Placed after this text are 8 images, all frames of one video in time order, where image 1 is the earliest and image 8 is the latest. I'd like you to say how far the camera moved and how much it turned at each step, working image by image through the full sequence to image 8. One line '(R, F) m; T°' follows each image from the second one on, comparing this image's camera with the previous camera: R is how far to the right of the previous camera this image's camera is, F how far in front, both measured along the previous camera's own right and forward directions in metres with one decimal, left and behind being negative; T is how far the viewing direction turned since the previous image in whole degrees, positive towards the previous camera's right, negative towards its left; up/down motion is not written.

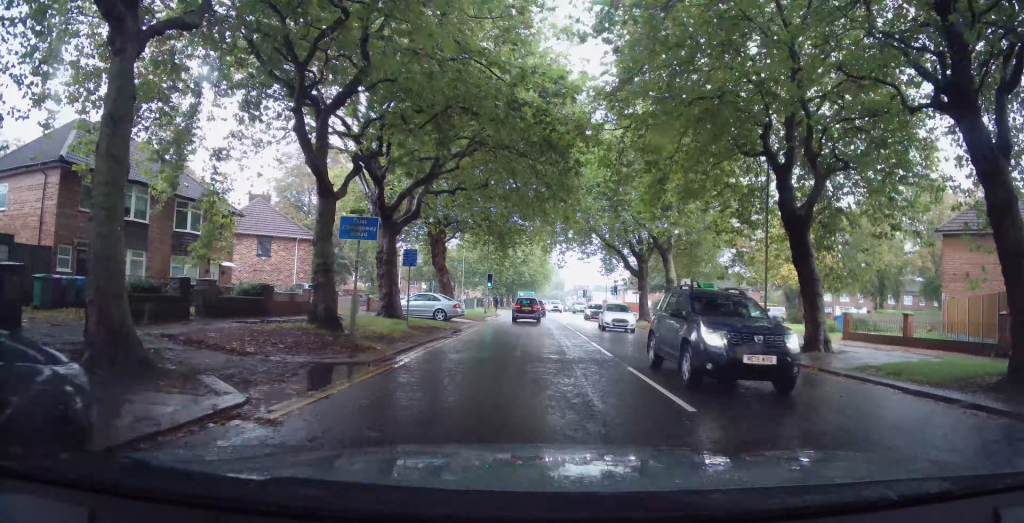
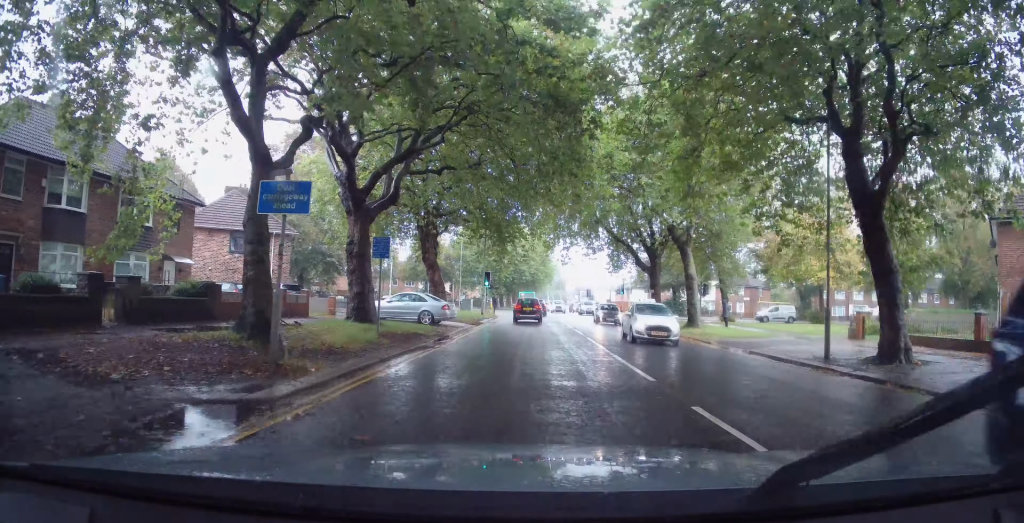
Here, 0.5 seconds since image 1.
(0.0, +3.0) m; -2°
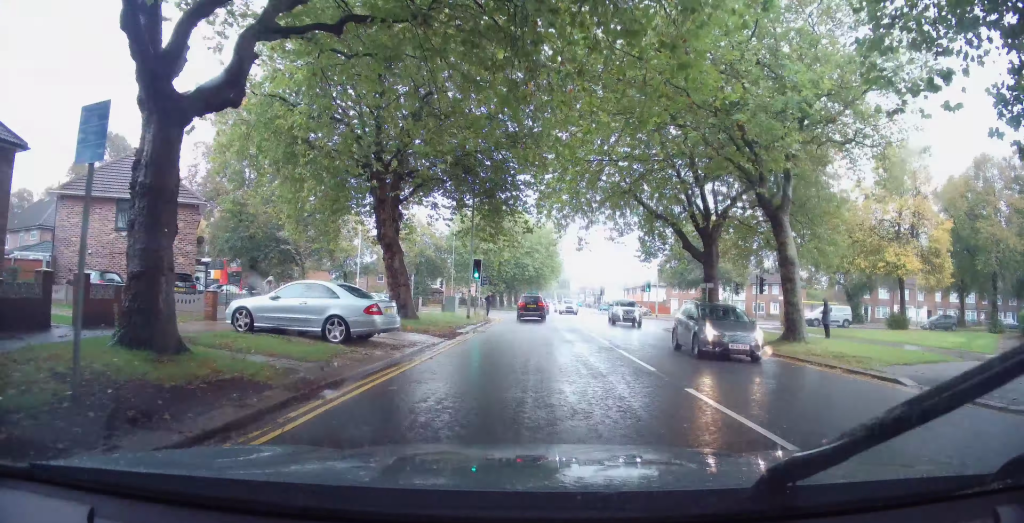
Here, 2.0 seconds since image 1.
(-0.8, +8.8) m; -4°
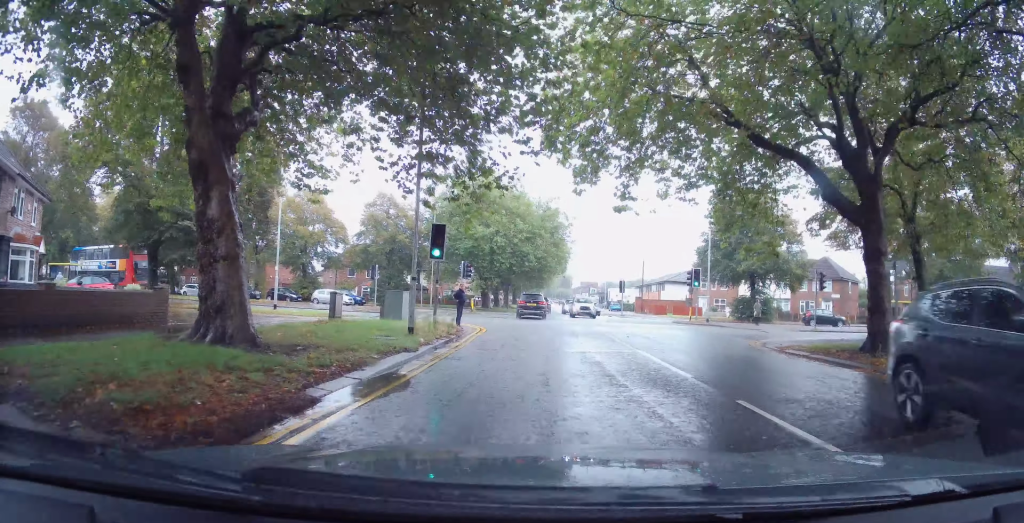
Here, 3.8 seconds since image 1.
(-0.2, +12.2) m; -5°
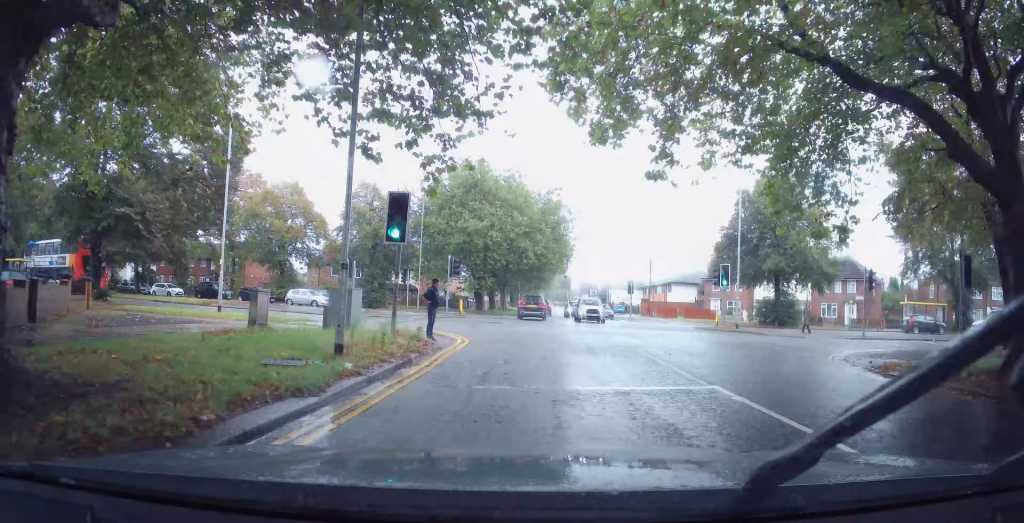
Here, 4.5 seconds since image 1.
(-0.2, +4.9) m; -1°
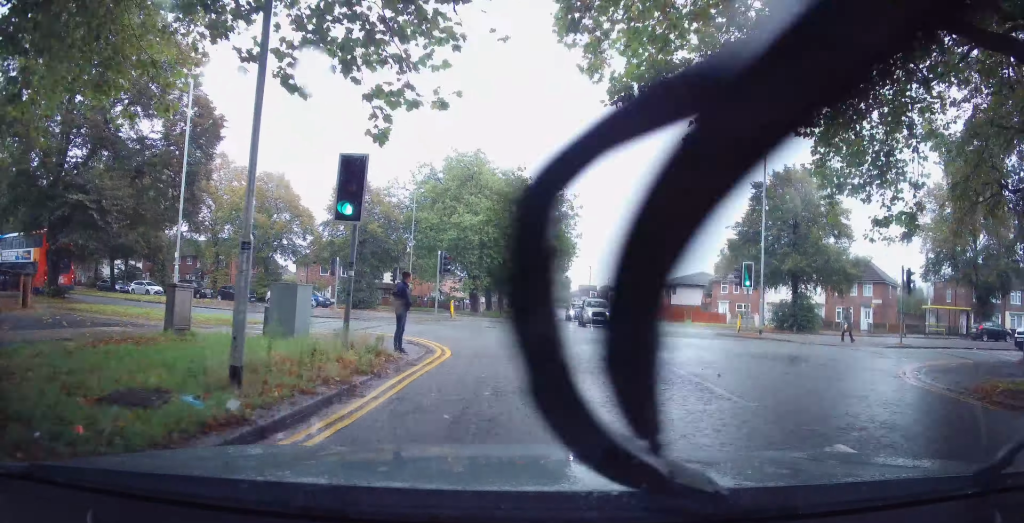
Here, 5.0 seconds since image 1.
(0.0, +3.1) m; +1°
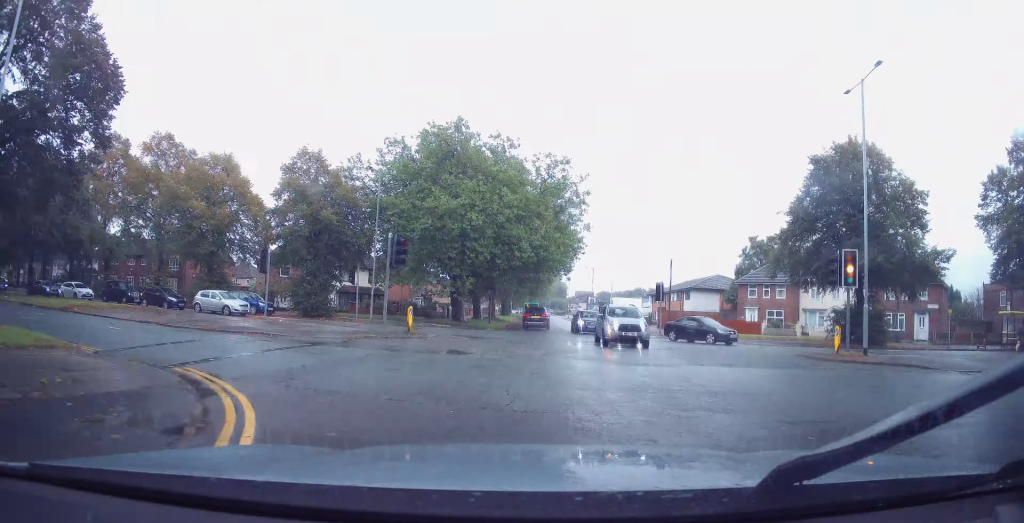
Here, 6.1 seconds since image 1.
(+0.2, +8.0) m; +1°
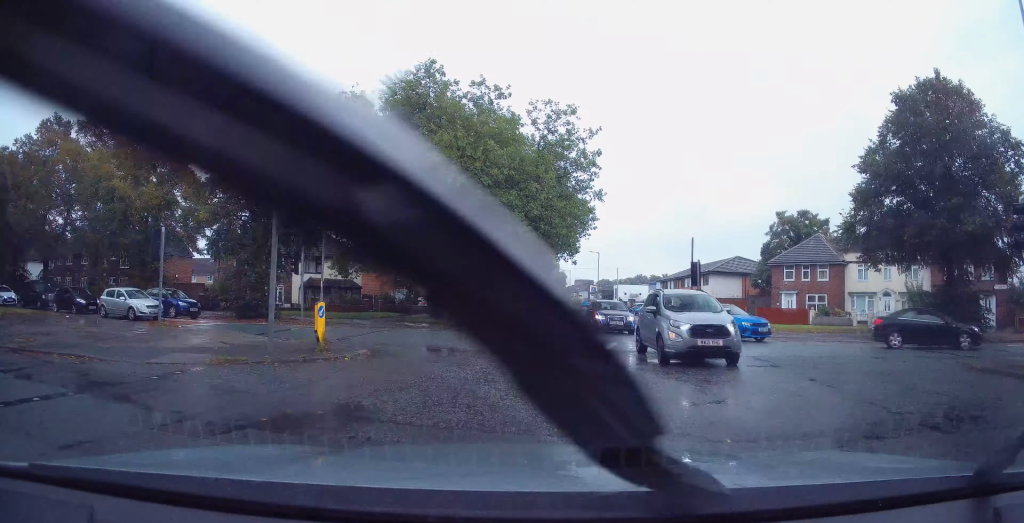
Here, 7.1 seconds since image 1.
(-0.2, +7.0) m; +3°
